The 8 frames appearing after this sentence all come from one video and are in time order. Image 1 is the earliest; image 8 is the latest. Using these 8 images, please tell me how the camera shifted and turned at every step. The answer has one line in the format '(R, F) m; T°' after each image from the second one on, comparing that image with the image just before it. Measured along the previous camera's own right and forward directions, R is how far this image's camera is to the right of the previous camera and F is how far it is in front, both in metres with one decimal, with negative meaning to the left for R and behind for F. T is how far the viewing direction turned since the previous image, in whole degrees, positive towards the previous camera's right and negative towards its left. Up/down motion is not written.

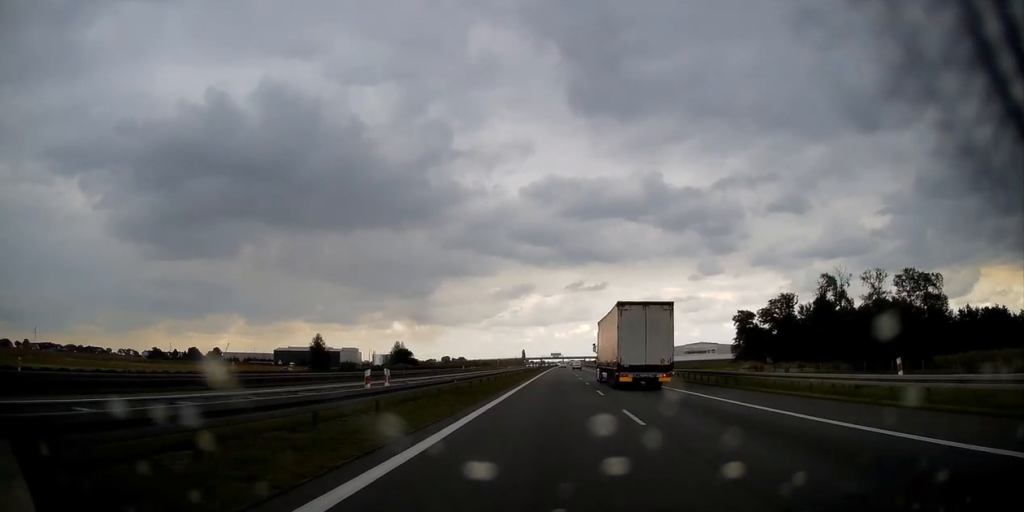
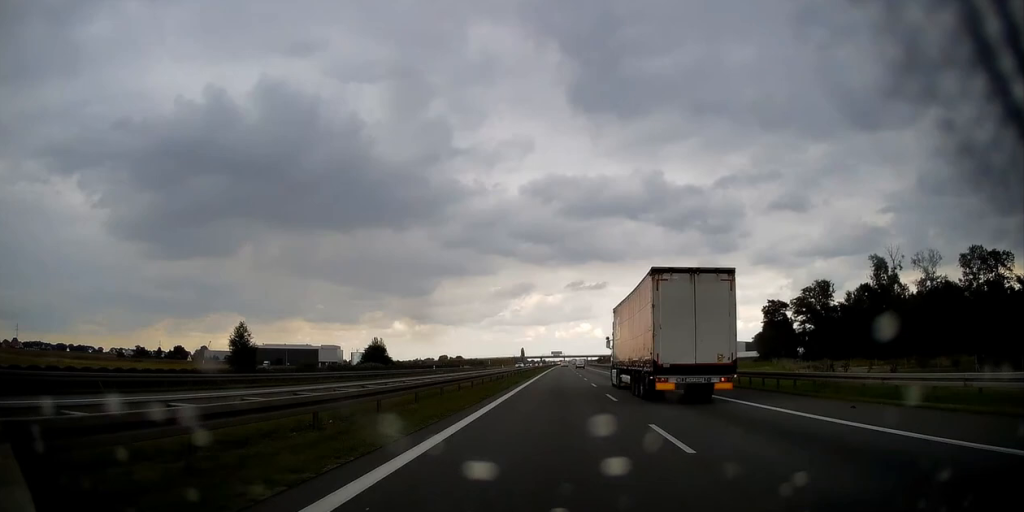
(0.0, +26.5) m; 0°
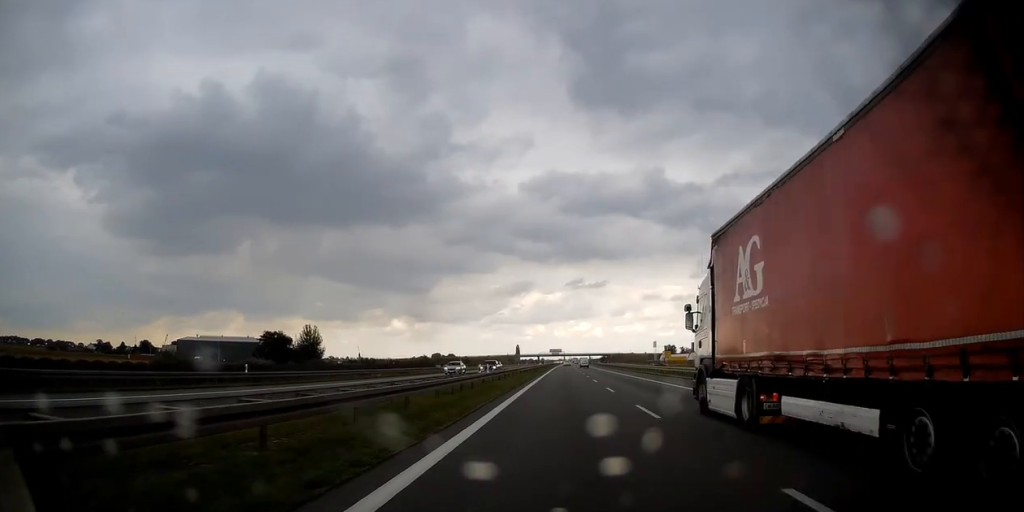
(-0.1, +54.6) m; 0°
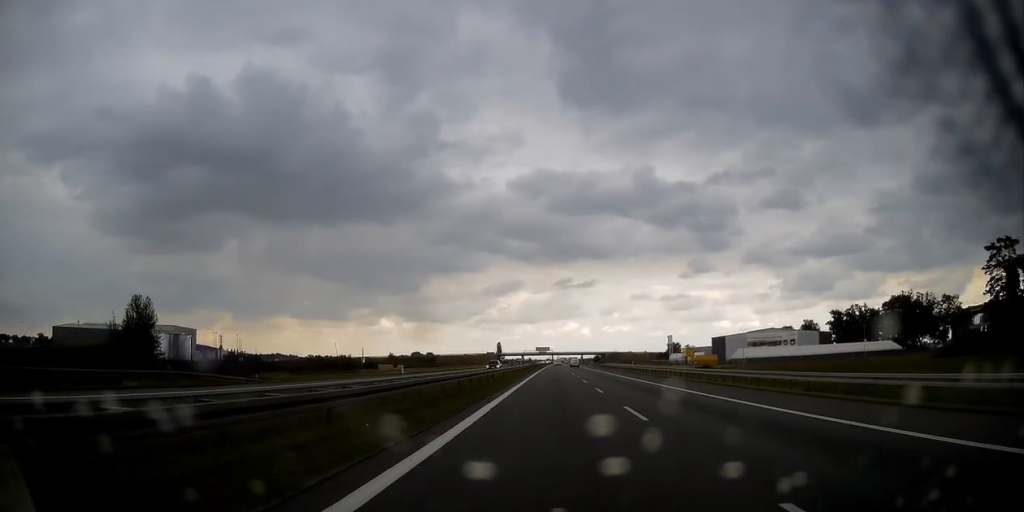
(+0.2, +61.2) m; +1°
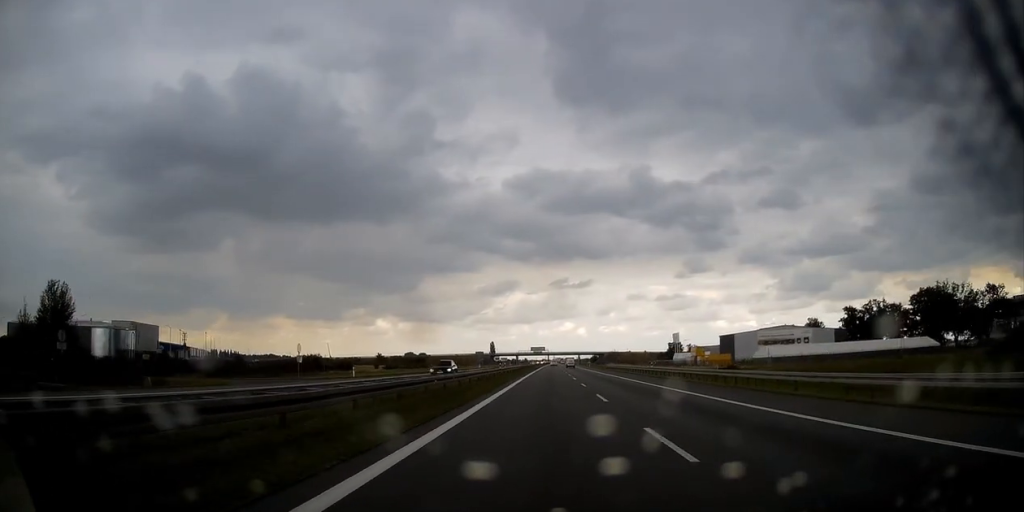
(-0.1, +17.8) m; 0°
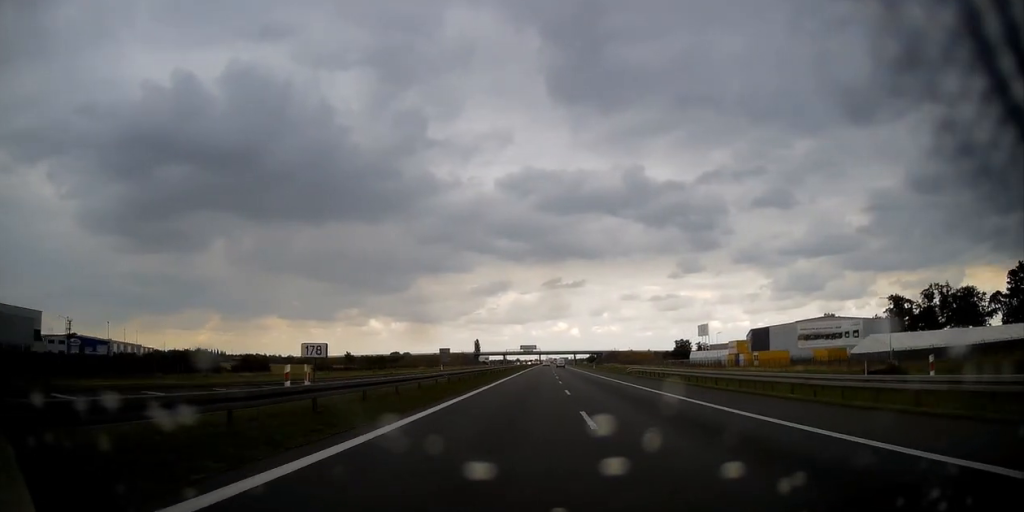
(+0.7, +44.5) m; +1°
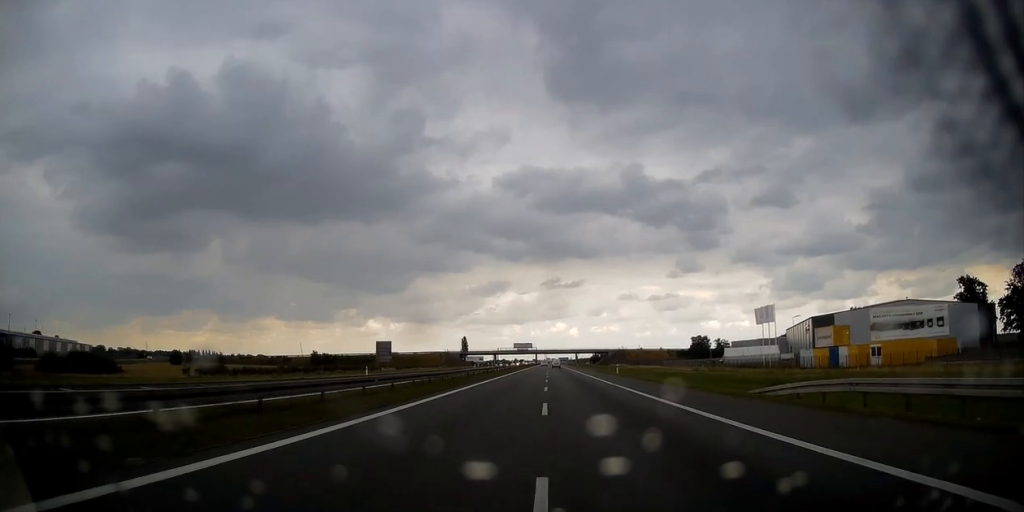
(-0.2, +45.1) m; 0°
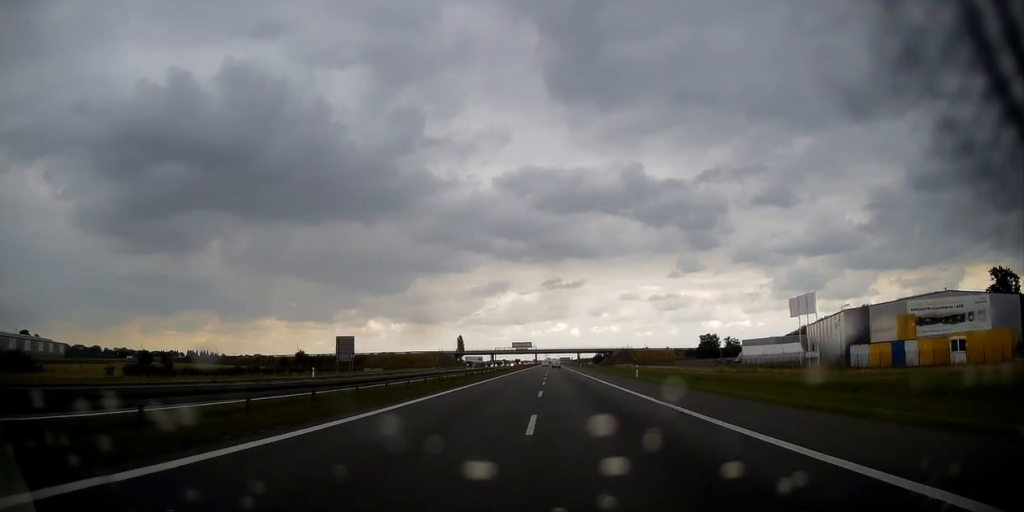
(-0.2, +16.1) m; 0°
